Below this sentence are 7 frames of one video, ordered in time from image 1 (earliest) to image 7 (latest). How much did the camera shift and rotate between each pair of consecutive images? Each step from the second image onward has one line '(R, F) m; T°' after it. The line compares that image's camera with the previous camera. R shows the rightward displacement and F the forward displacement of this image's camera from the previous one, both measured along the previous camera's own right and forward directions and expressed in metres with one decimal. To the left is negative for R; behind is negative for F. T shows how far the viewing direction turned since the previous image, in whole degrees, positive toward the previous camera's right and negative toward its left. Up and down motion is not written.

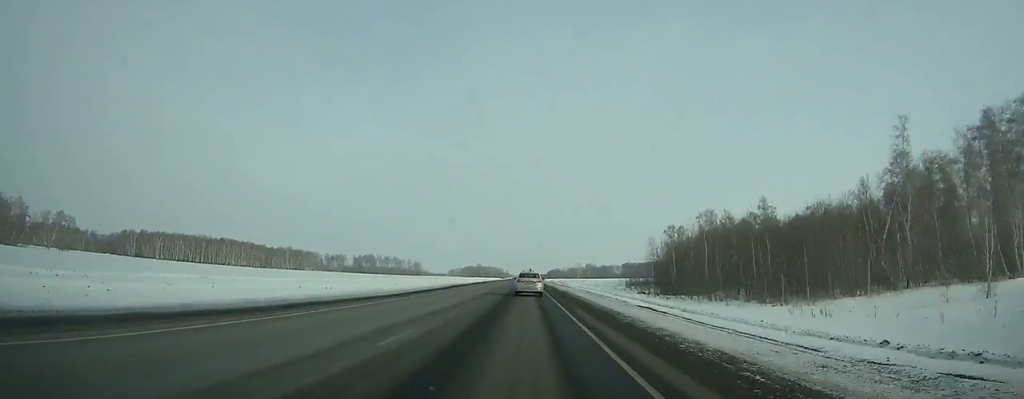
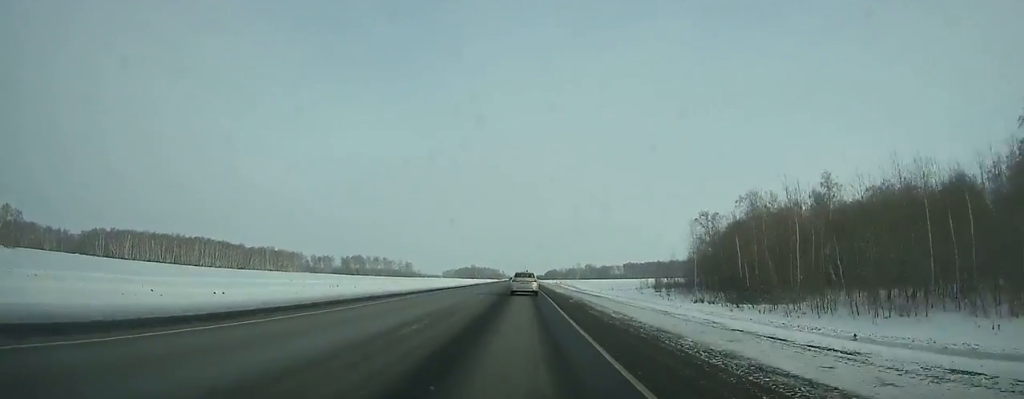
(0.0, +33.9) m; 0°
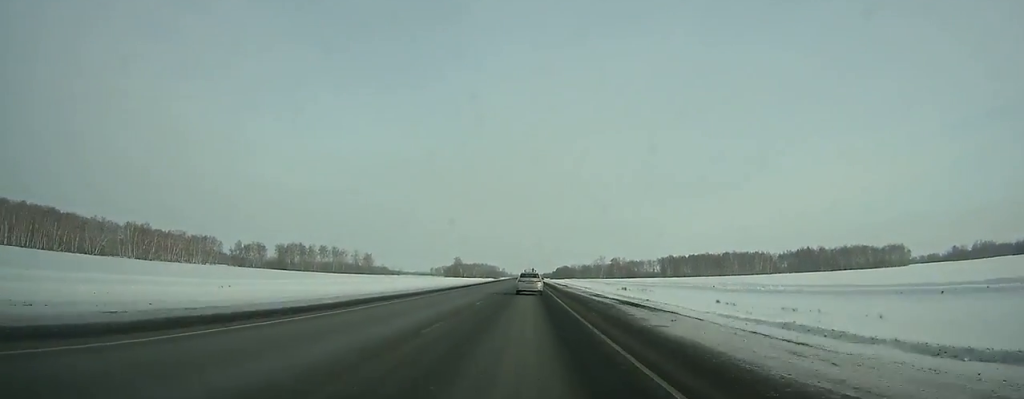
(+0.1, +180.8) m; 0°
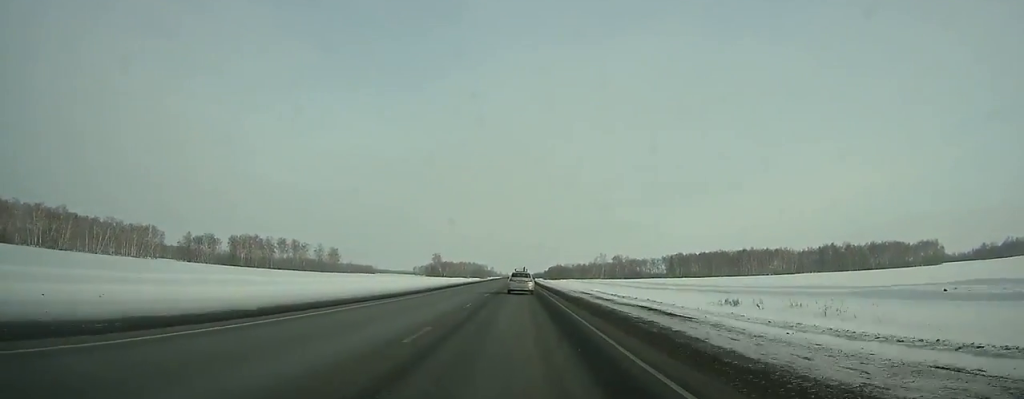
(0.0, +61.2) m; 0°
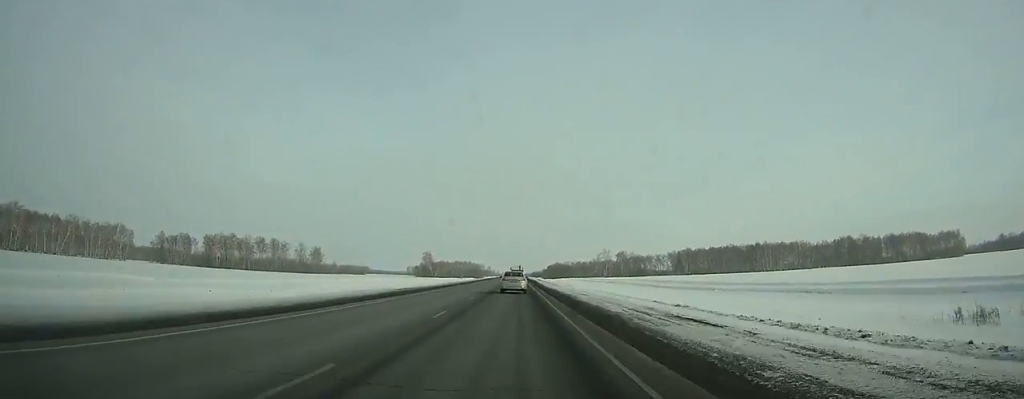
(+0.1, +30.6) m; 0°
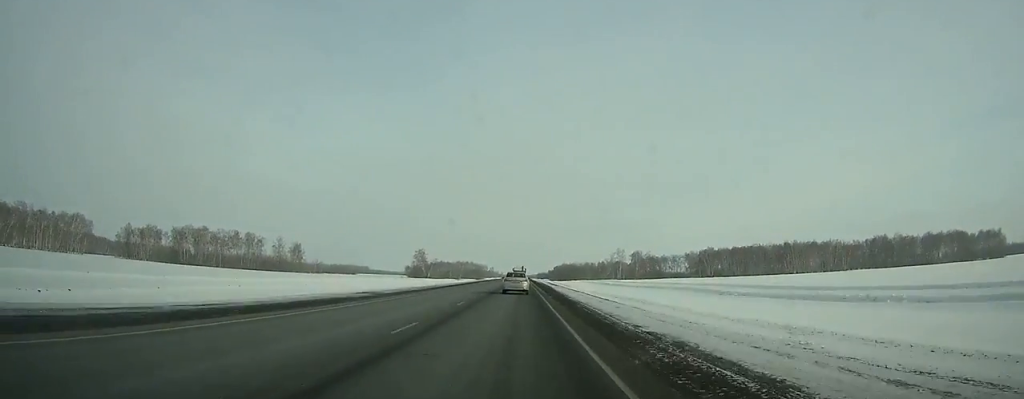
(0.0, +40.4) m; 0°
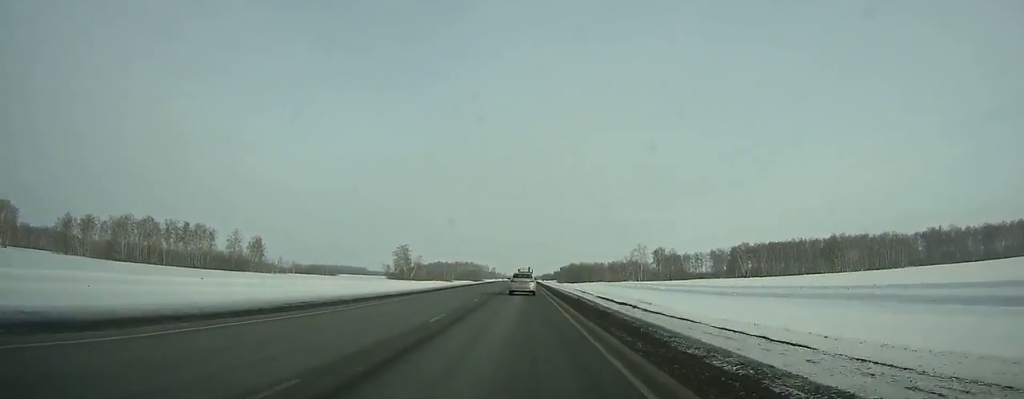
(-0.2, +57.3) m; 0°
